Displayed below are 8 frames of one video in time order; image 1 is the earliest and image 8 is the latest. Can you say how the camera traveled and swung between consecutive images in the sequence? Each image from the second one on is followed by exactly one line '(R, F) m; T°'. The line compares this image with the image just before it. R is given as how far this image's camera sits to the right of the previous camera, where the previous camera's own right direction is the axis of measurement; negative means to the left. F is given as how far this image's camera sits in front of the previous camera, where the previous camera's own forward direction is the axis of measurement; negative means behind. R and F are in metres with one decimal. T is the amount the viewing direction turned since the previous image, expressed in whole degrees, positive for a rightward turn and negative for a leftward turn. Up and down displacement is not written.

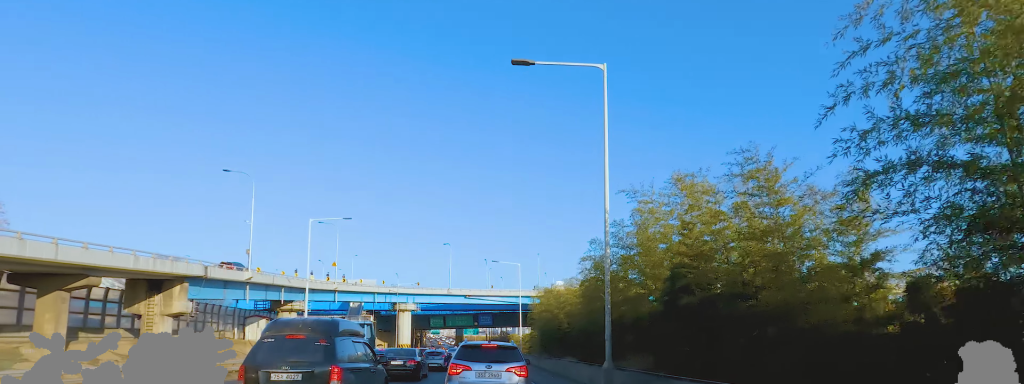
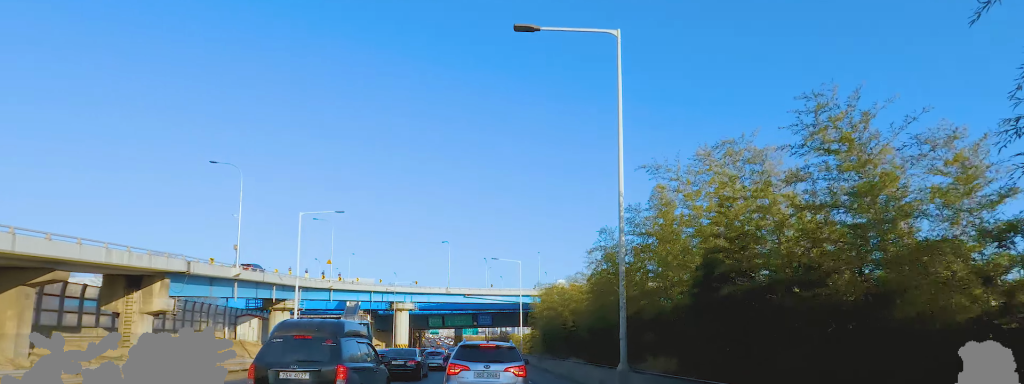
(0.0, +2.4) m; 0°
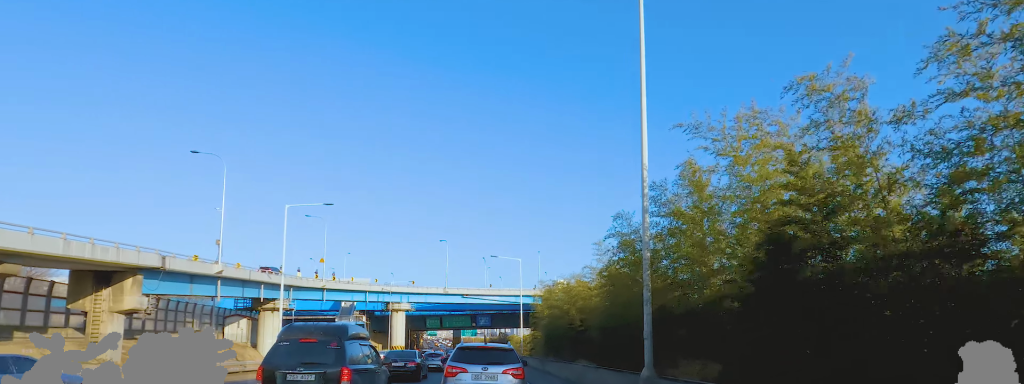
(0.0, +3.0) m; 0°
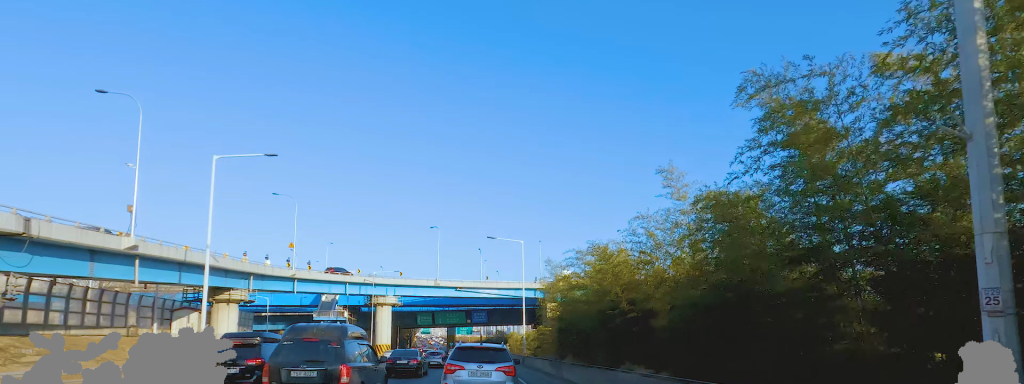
(0.0, +10.2) m; 0°
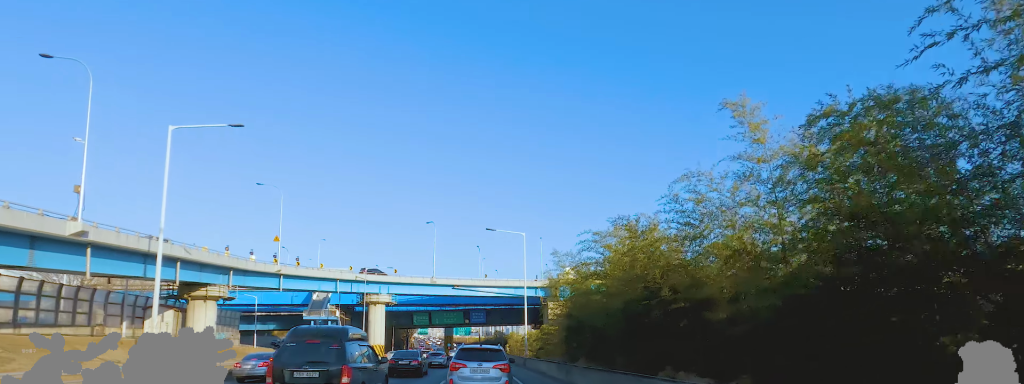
(0.0, +3.9) m; 0°
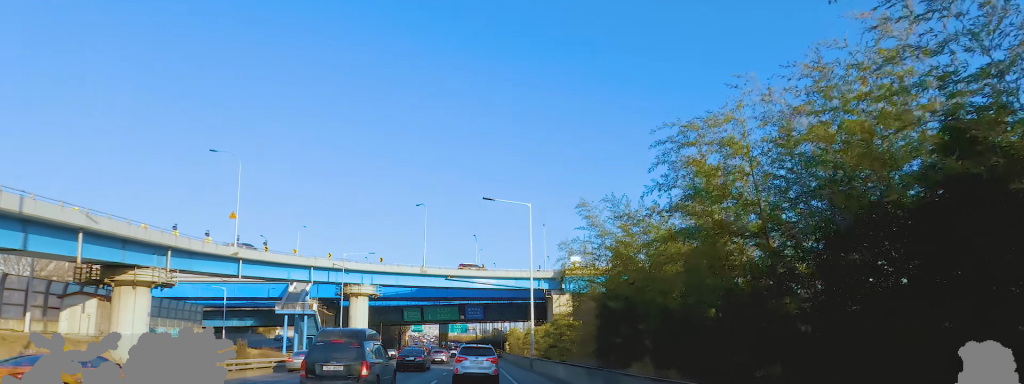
(0.0, +10.0) m; 0°
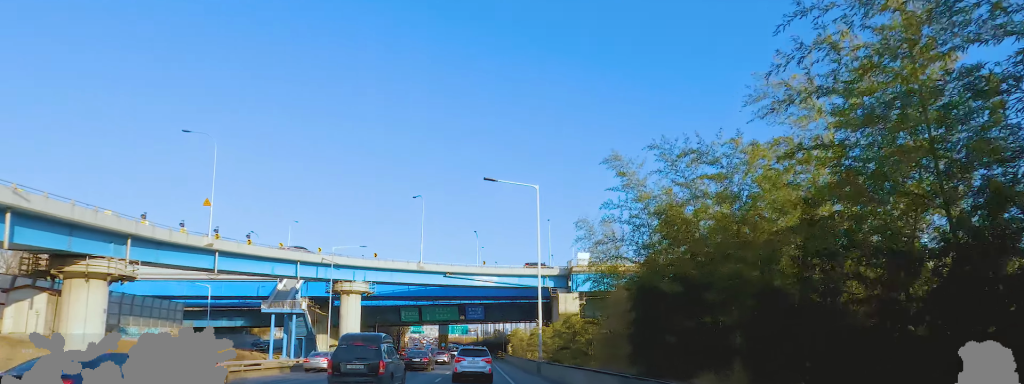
(0.0, +5.9) m; 0°
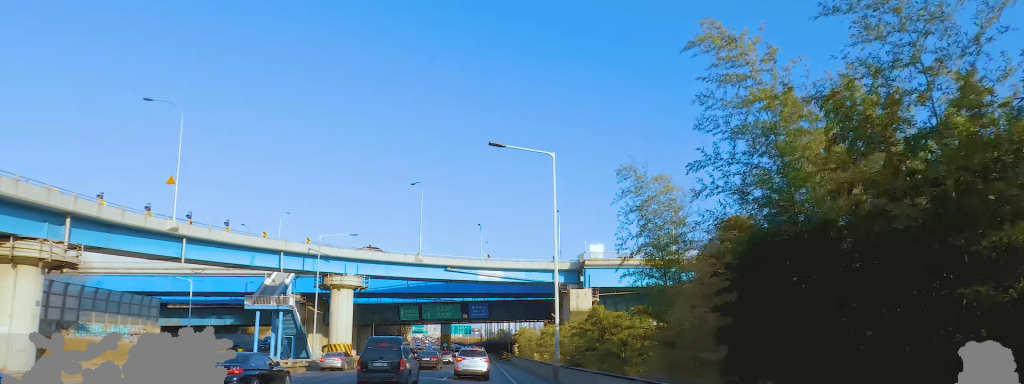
(0.0, +7.3) m; 0°
